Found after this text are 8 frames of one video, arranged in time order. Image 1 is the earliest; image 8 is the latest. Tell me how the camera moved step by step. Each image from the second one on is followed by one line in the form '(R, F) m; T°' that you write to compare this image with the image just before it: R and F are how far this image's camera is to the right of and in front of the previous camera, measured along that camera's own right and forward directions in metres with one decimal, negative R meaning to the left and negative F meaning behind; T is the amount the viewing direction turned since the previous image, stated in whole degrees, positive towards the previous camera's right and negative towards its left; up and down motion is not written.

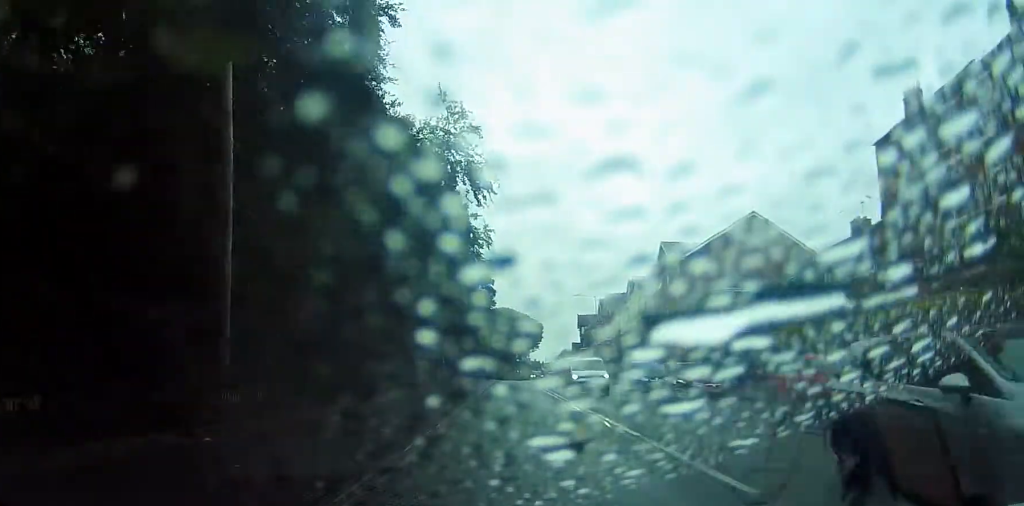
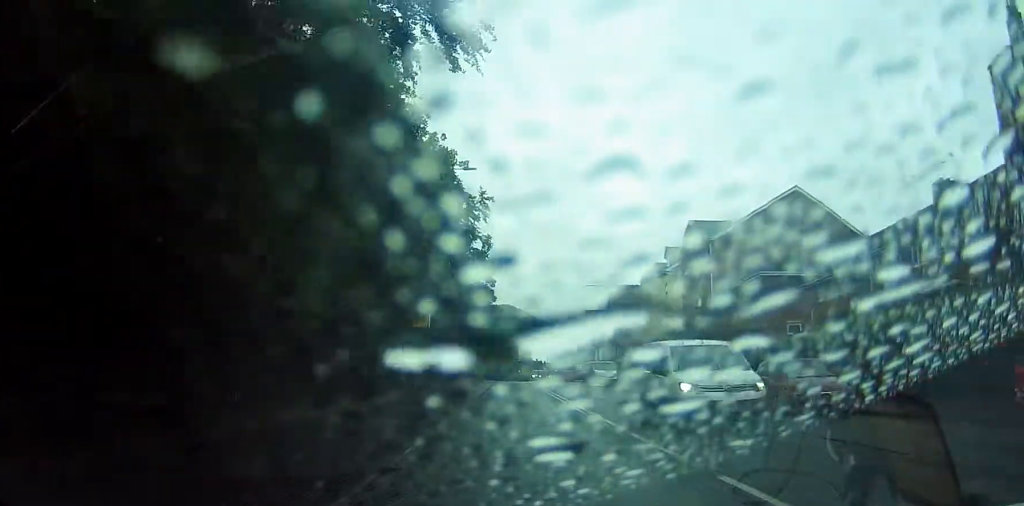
(-0.1, +9.6) m; 0°
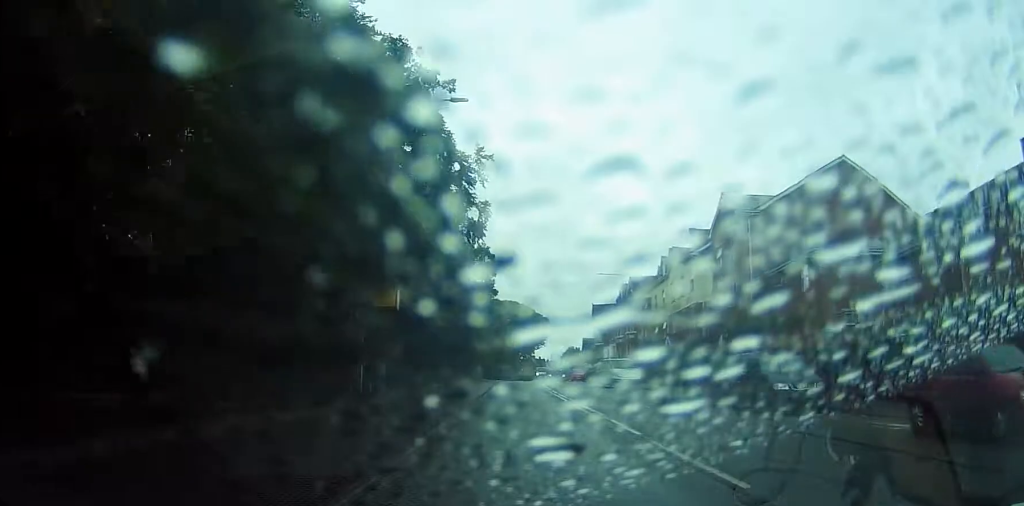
(+0.1, +8.2) m; +1°
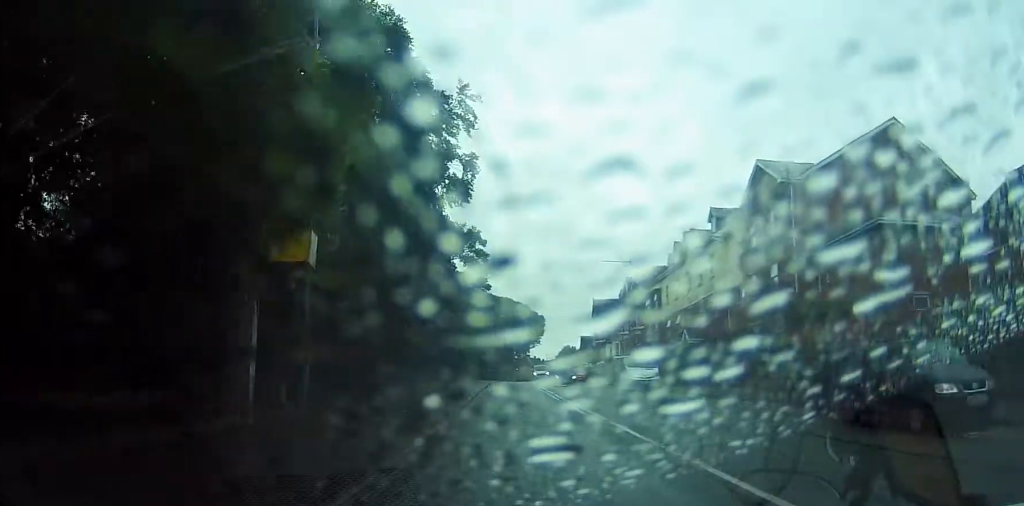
(0.0, +7.8) m; 0°
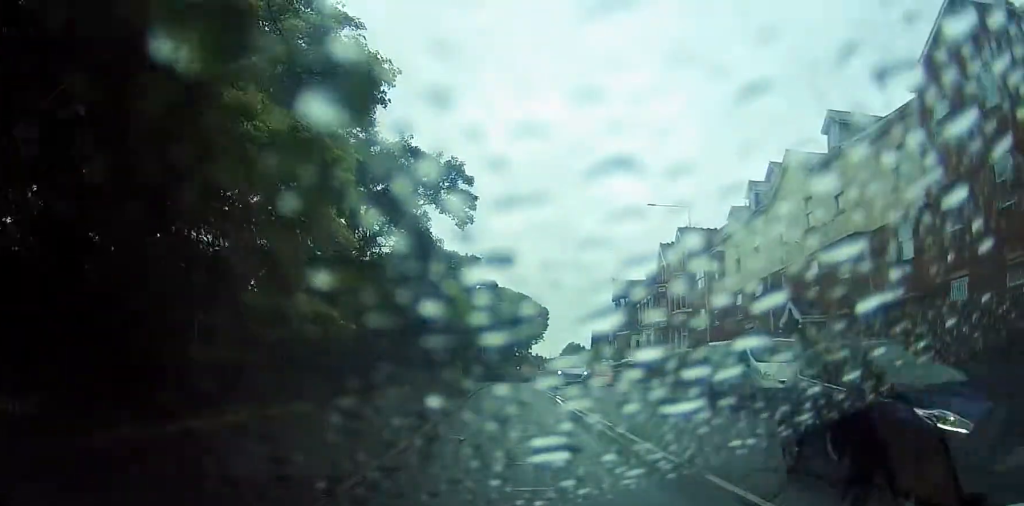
(-0.1, +20.5) m; -1°
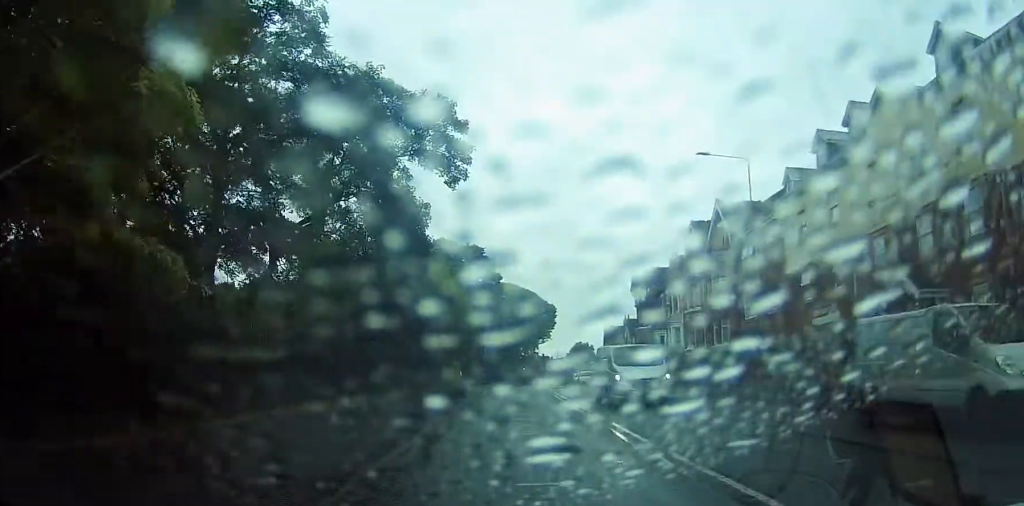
(-0.1, +9.9) m; -1°
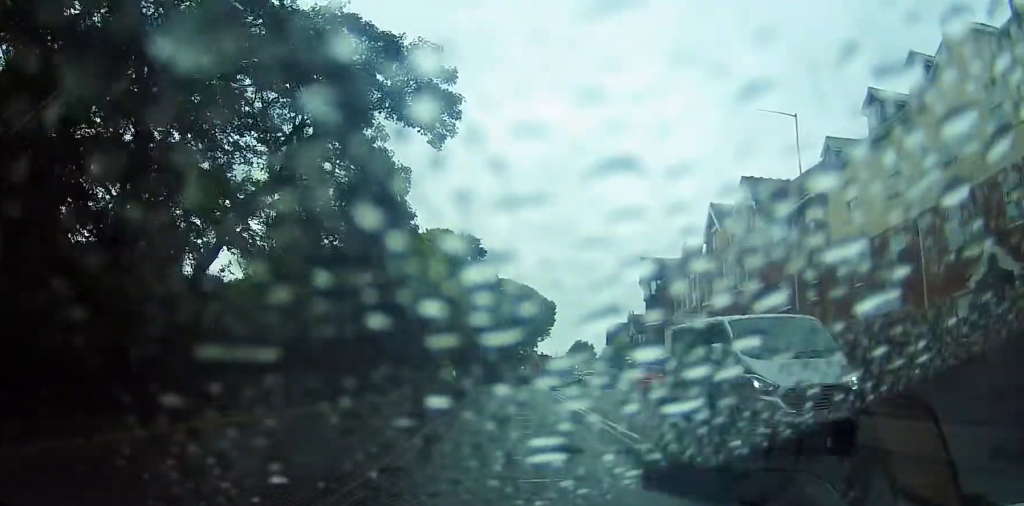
(-0.1, +5.9) m; 0°
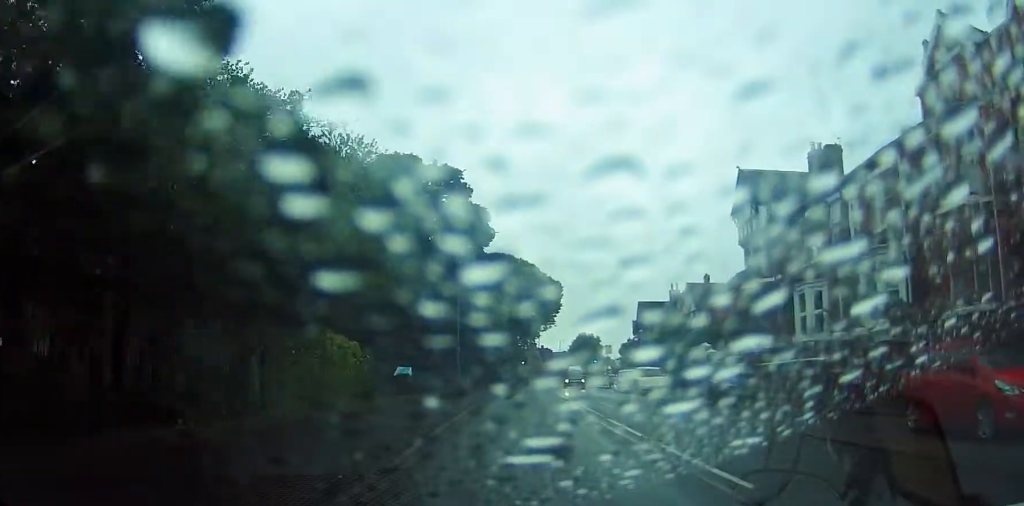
(+0.4, +28.7) m; +3°
